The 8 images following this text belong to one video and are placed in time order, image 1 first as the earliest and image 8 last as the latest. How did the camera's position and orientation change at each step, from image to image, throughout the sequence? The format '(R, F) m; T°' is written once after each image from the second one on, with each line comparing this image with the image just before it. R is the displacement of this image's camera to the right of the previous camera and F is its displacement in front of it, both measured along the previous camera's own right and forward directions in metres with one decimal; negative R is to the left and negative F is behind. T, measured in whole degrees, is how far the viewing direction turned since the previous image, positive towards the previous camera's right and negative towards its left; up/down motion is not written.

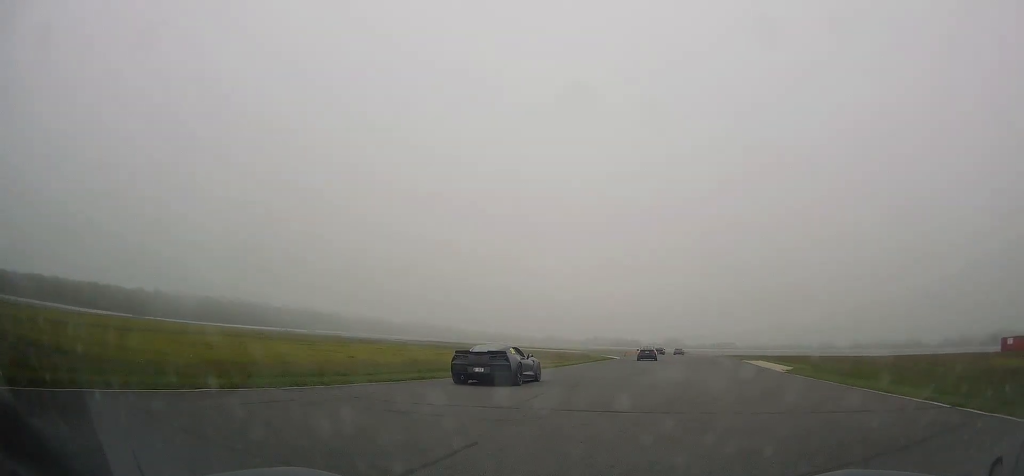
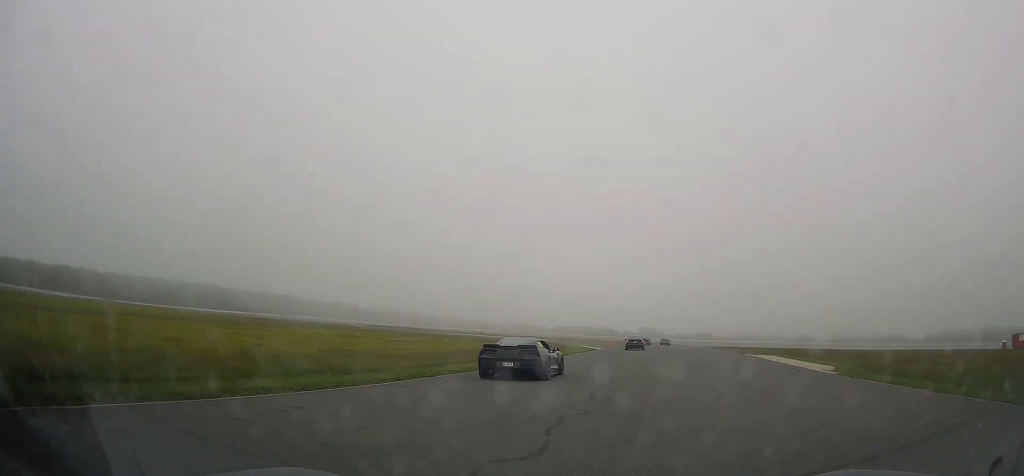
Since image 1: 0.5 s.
(+0.3, +9.6) m; +2°
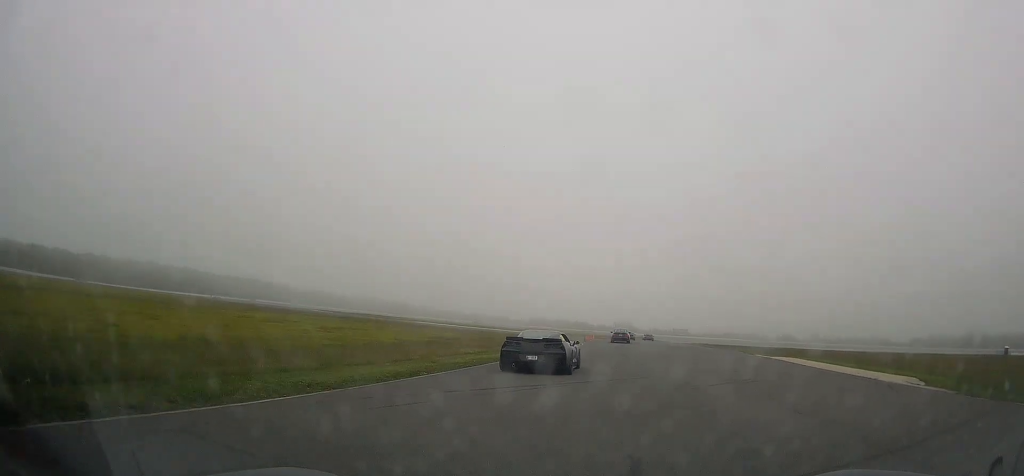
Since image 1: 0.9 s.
(+0.1, +9.6) m; +2°
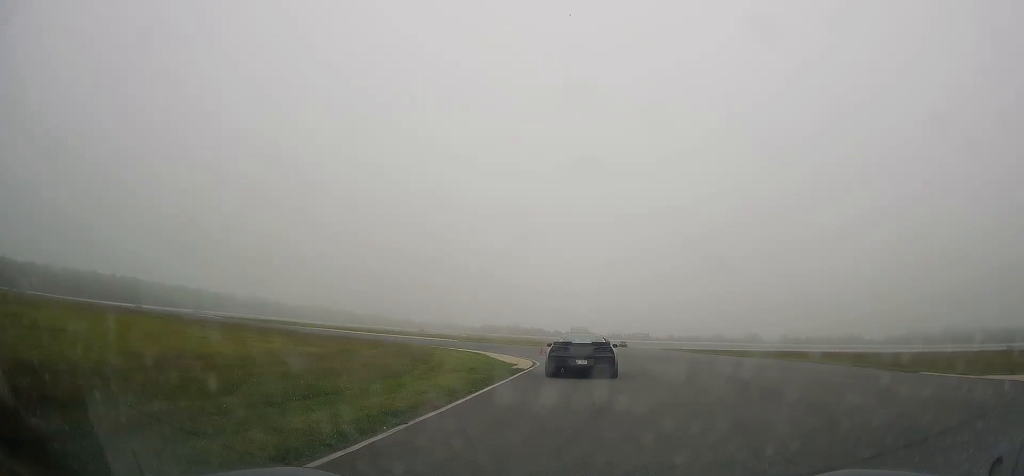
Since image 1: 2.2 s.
(+1.4, +26.4) m; +5°
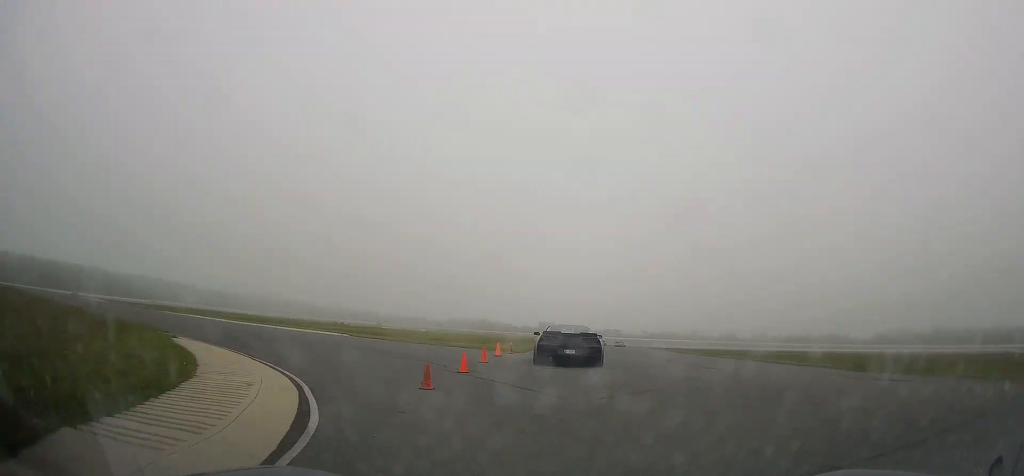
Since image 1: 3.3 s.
(+0.7, +22.4) m; +3°
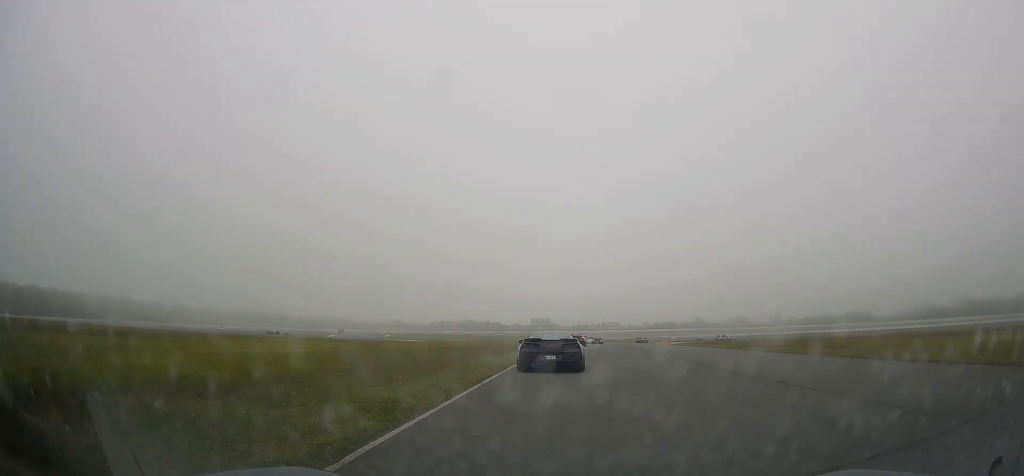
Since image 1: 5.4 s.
(+1.2, +45.0) m; +2°
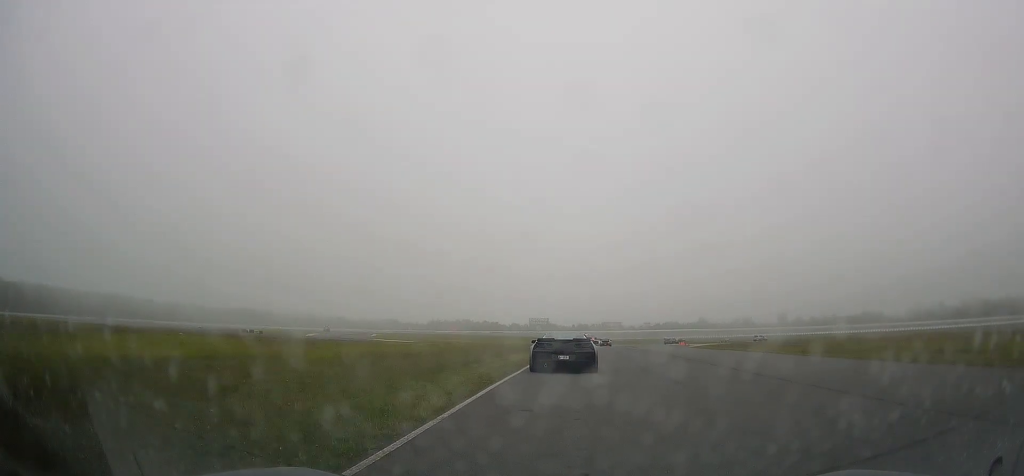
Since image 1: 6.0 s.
(-0.1, +14.4) m; 0°
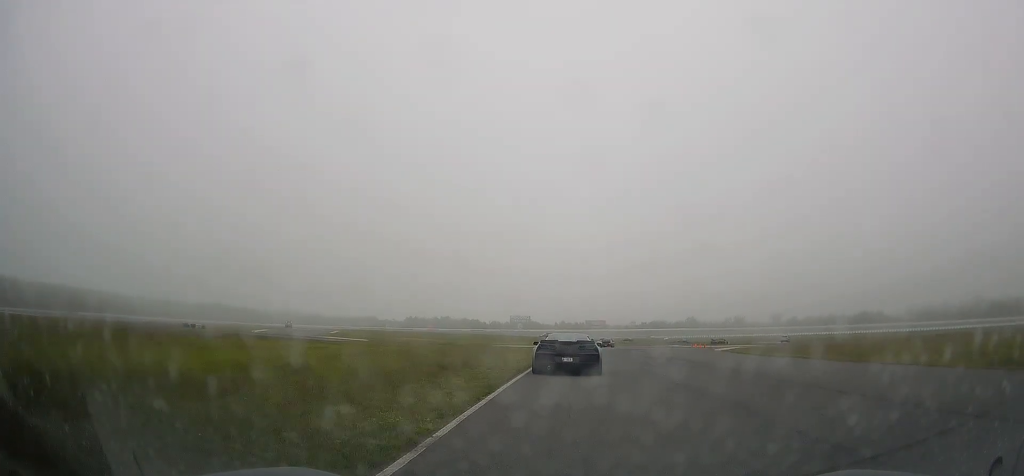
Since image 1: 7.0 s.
(+0.2, +20.6) m; +1°
